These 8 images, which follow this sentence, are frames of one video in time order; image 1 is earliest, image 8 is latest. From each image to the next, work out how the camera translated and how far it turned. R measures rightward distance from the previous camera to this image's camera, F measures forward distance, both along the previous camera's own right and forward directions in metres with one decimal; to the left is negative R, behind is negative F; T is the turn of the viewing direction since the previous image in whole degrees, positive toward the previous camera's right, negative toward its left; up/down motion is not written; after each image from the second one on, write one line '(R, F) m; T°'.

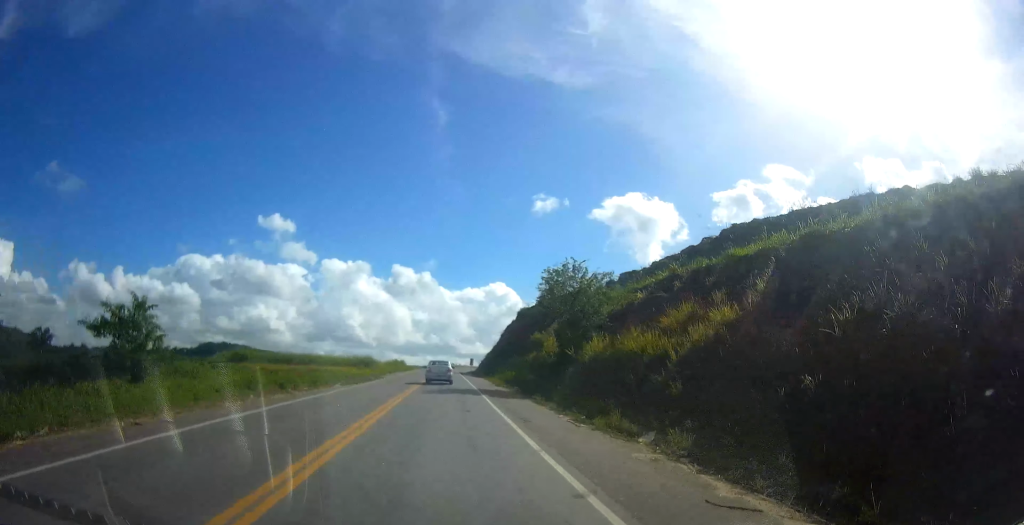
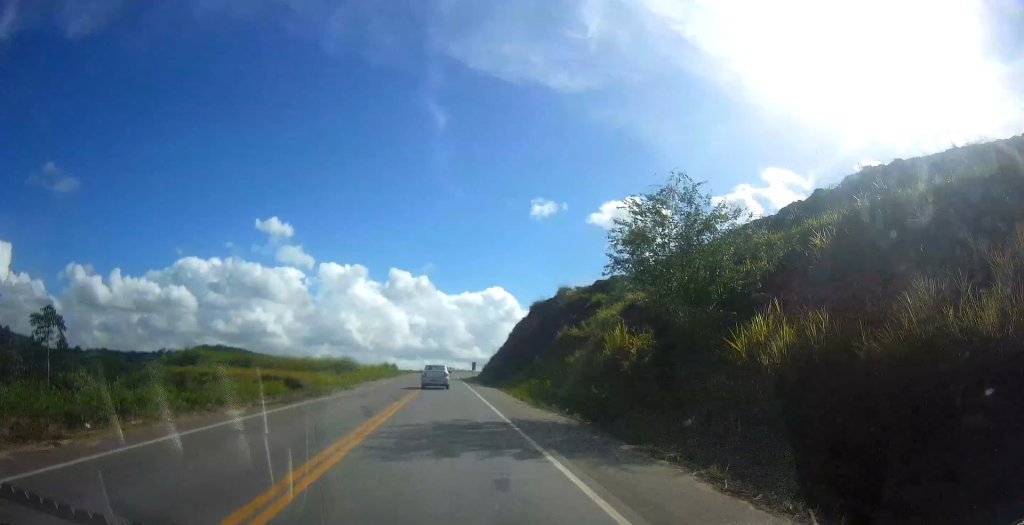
(+0.2, +16.4) m; 0°
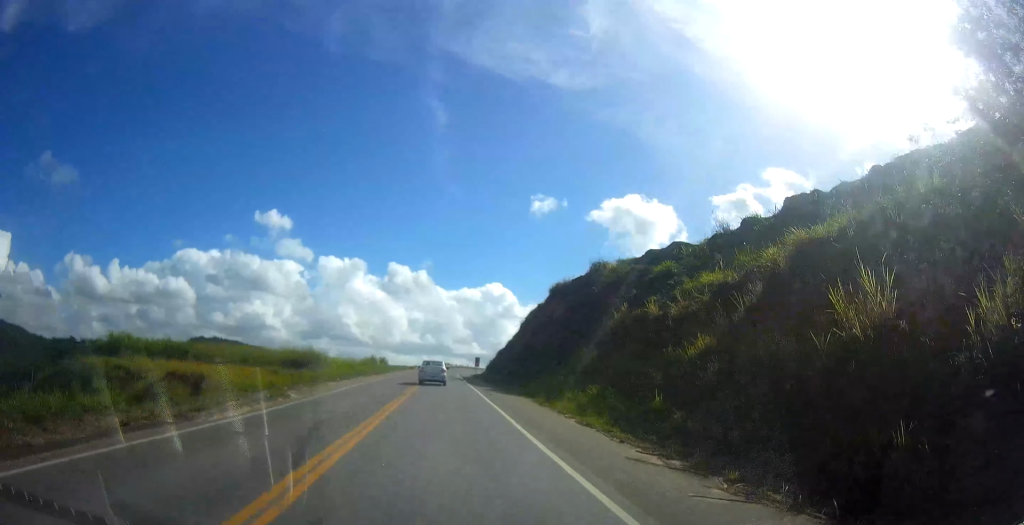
(-0.1, +16.4) m; 0°
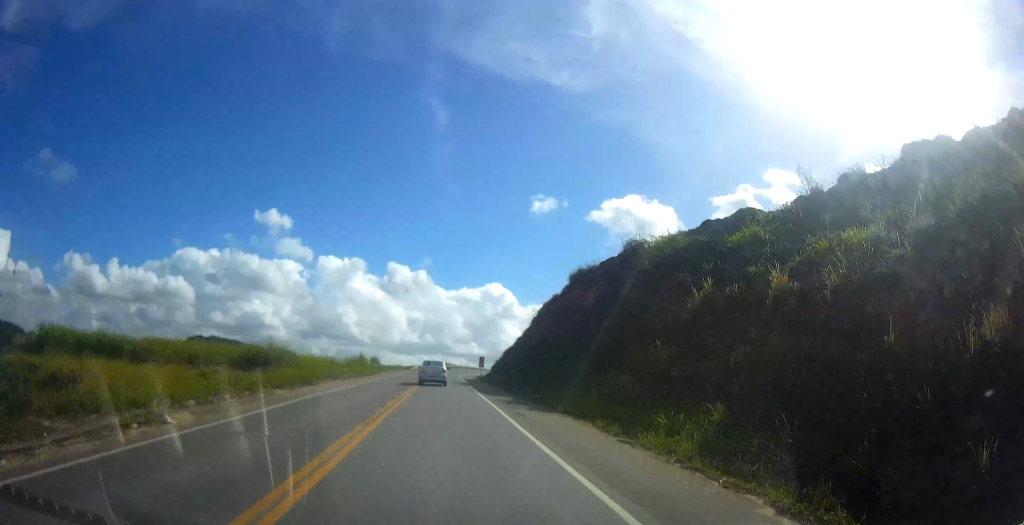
(-0.1, +10.9) m; 0°
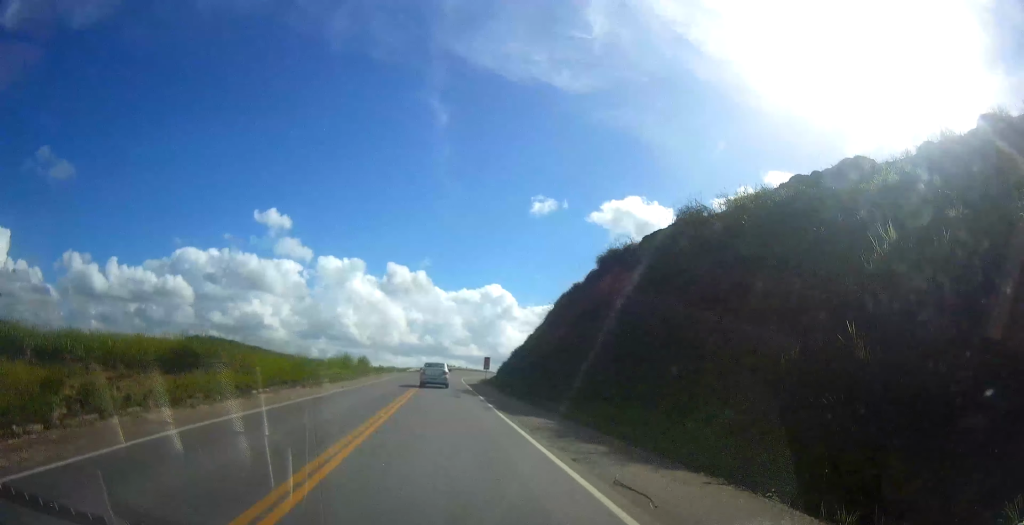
(0.0, +10.8) m; 0°
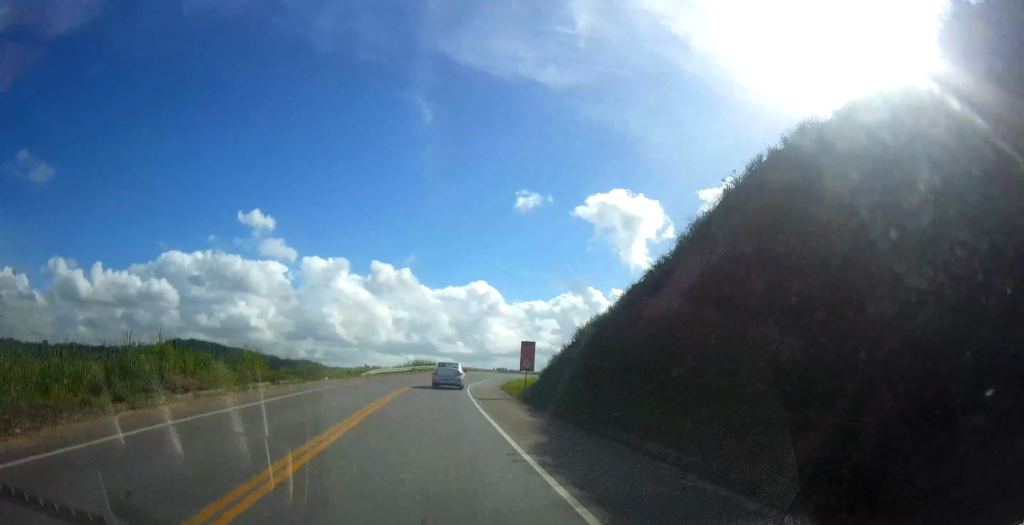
(+0.4, +39.5) m; +2°
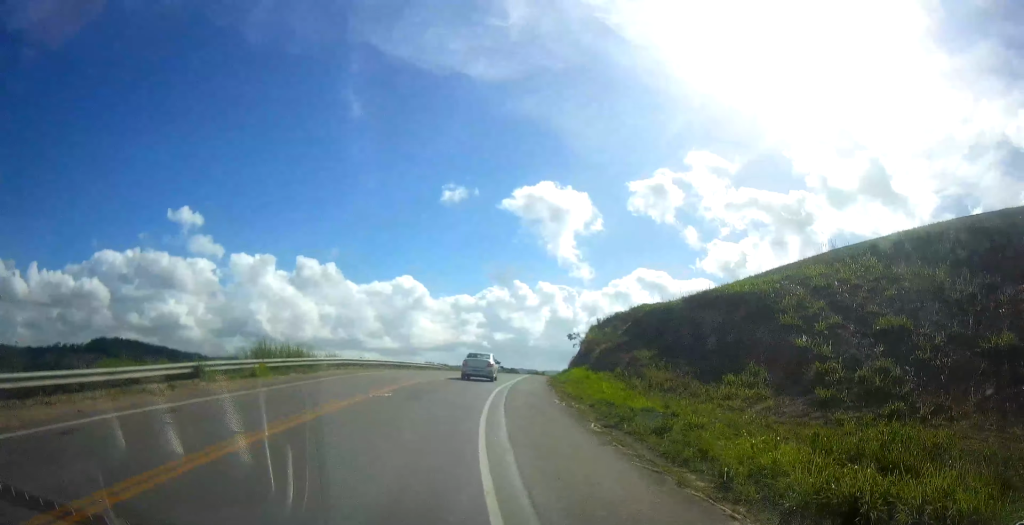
(+0.1, +51.9) m; +1°
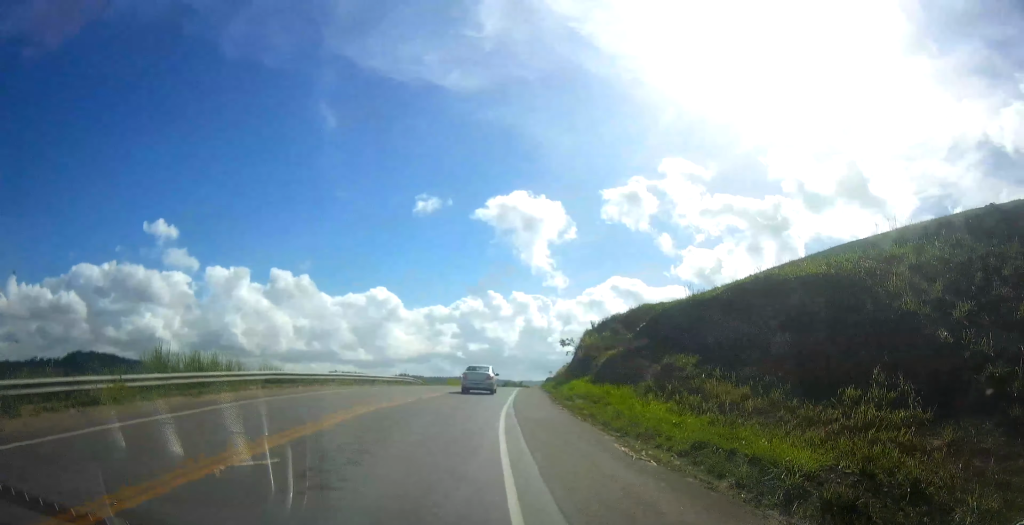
(+0.2, +10.1) m; +2°
